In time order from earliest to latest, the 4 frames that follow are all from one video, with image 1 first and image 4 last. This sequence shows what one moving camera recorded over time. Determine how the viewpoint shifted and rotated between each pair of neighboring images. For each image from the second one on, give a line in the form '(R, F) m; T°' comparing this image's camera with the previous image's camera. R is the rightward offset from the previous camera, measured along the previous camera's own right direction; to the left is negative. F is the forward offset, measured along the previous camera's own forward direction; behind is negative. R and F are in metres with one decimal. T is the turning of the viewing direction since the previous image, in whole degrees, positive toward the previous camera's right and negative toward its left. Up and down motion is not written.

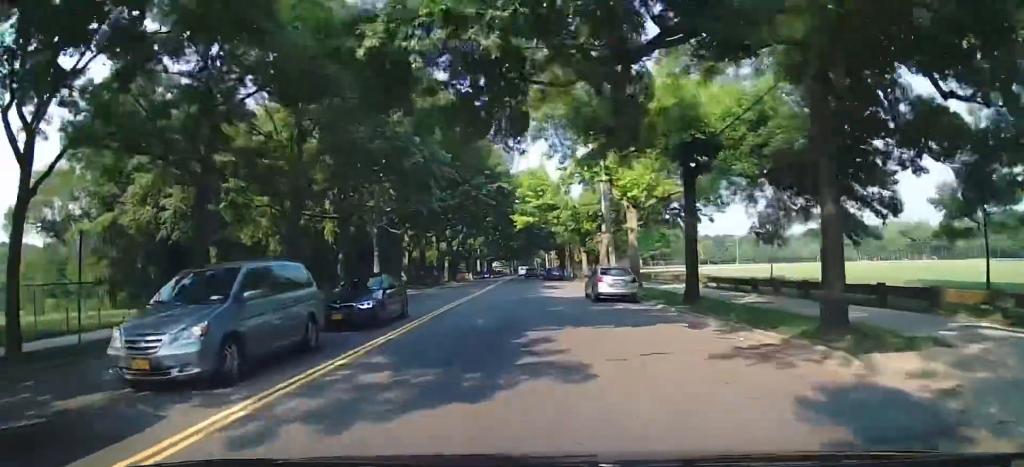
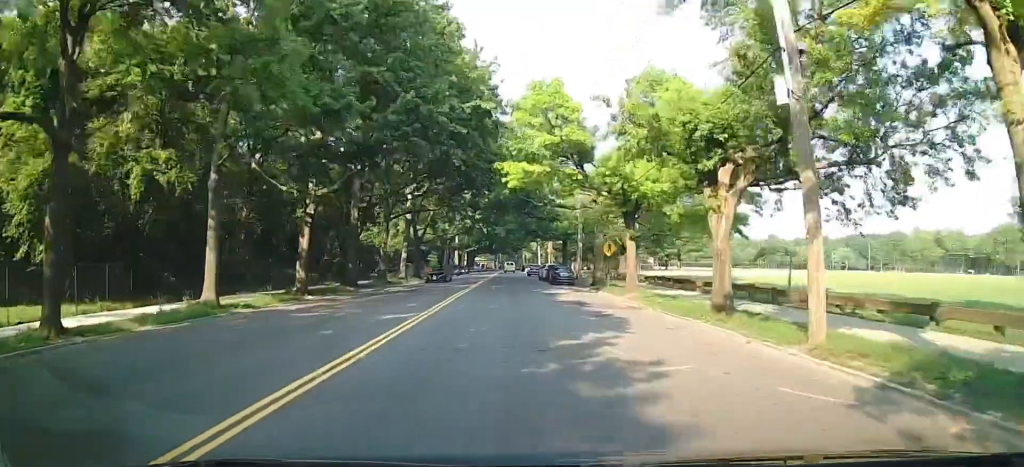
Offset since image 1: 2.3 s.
(+0.3, +23.9) m; 0°
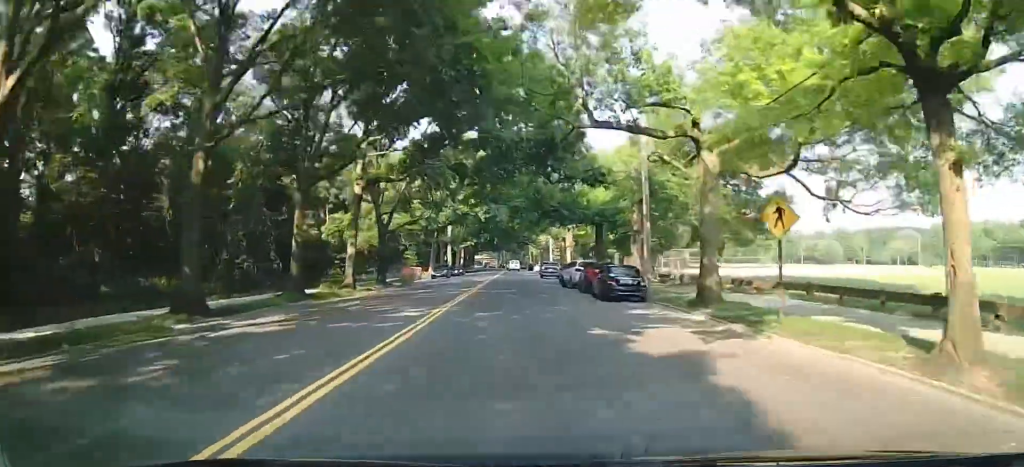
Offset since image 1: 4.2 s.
(-0.2, +20.6) m; +1°
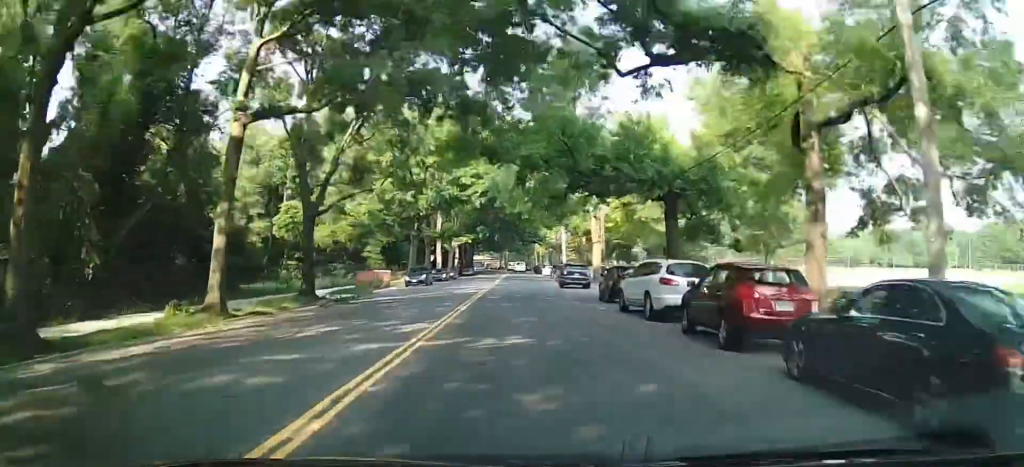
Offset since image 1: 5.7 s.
(+0.3, +17.3) m; +2°
